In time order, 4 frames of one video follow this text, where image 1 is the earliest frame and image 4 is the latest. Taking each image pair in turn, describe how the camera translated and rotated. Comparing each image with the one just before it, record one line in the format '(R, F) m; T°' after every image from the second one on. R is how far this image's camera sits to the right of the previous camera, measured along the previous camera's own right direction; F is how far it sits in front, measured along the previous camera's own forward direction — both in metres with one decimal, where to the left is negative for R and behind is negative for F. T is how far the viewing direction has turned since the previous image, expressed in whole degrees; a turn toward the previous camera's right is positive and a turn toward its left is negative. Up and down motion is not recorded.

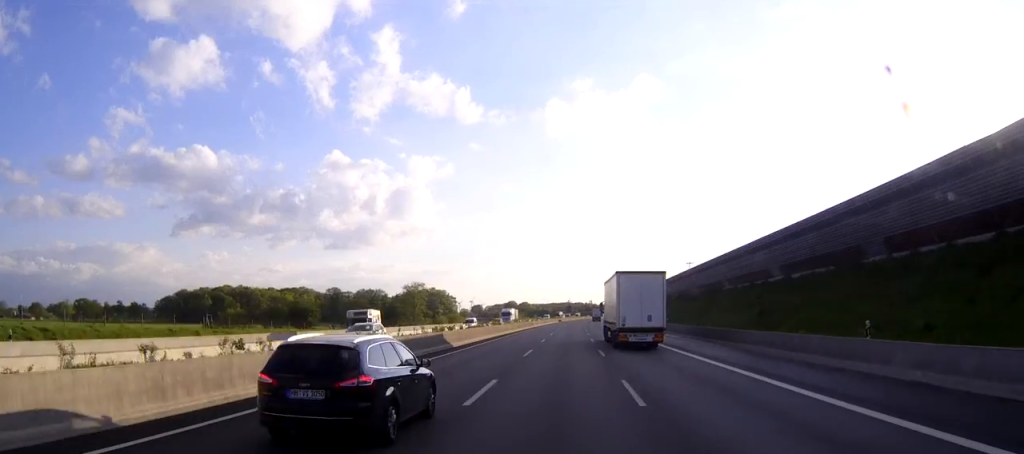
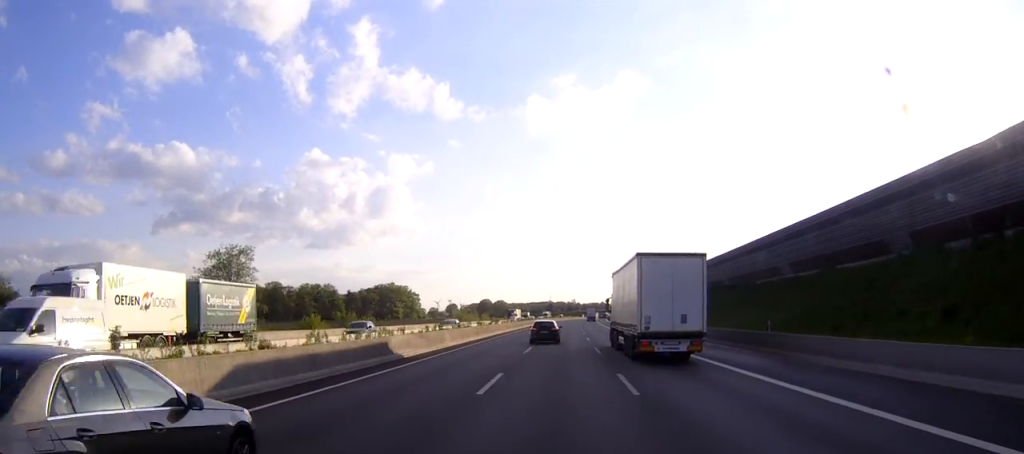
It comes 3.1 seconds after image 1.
(+1.1, +88.4) m; +2°
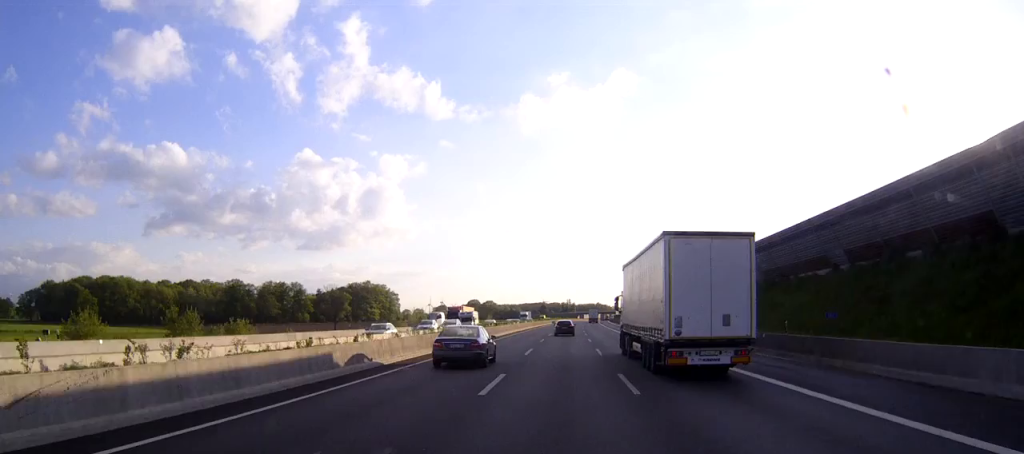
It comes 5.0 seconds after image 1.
(+0.1, +53.6) m; 0°
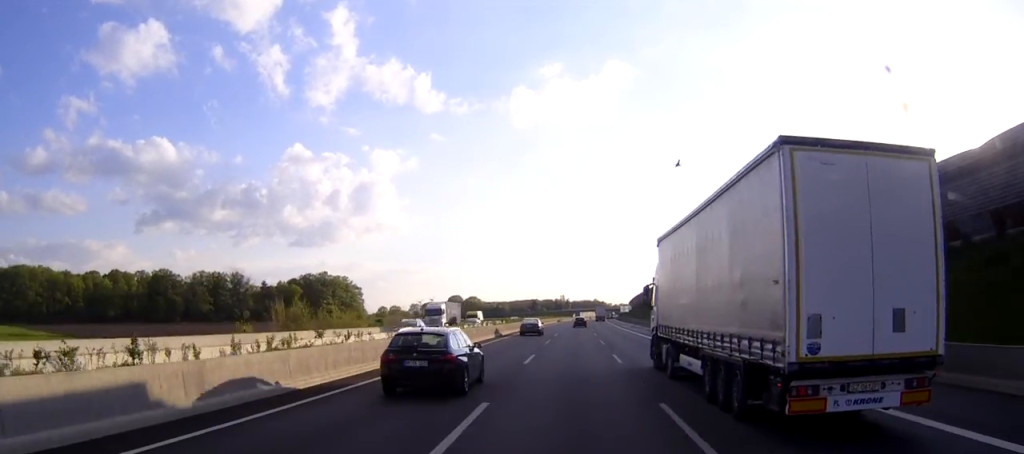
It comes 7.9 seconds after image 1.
(+0.7, +79.9) m; +1°
